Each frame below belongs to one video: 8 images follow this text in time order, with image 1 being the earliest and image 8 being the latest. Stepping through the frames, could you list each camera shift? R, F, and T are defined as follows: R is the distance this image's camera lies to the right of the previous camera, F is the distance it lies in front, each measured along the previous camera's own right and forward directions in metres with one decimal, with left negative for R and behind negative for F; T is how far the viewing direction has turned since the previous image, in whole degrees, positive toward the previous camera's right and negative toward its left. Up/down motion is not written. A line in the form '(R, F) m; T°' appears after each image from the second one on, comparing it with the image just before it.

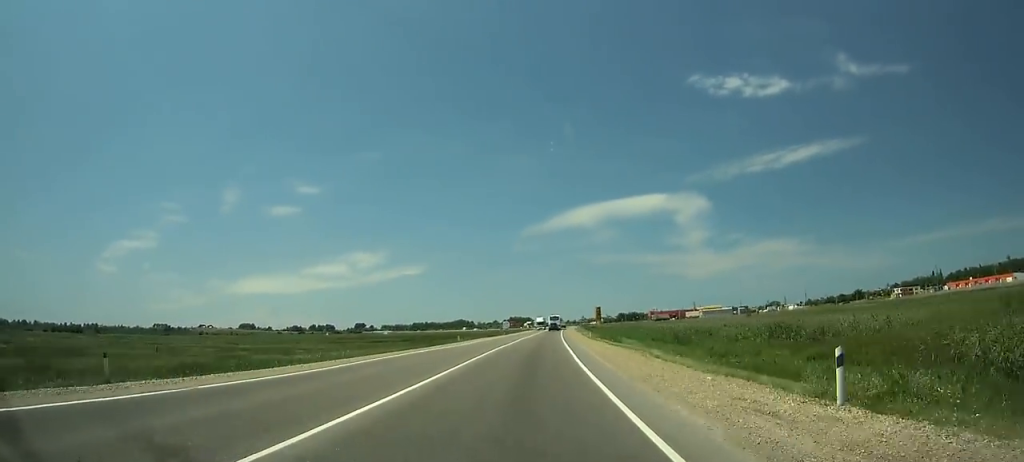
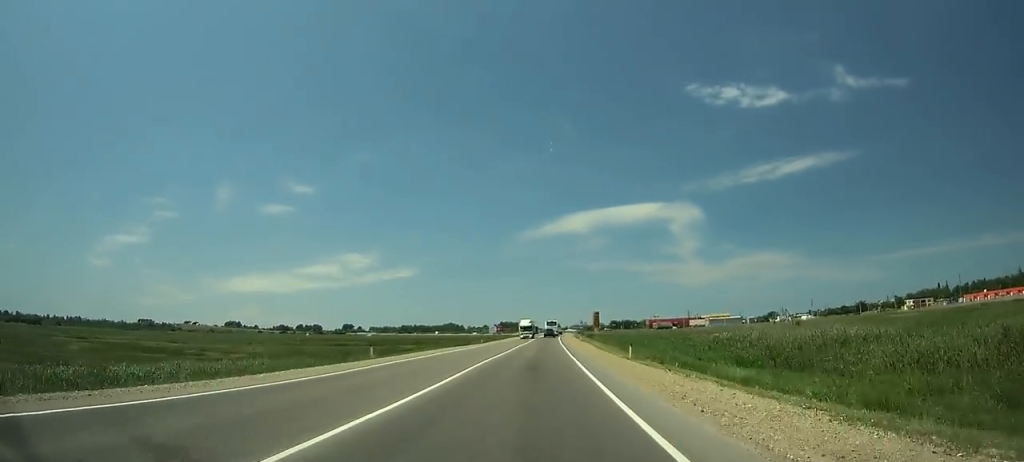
(+0.7, +30.0) m; +2°
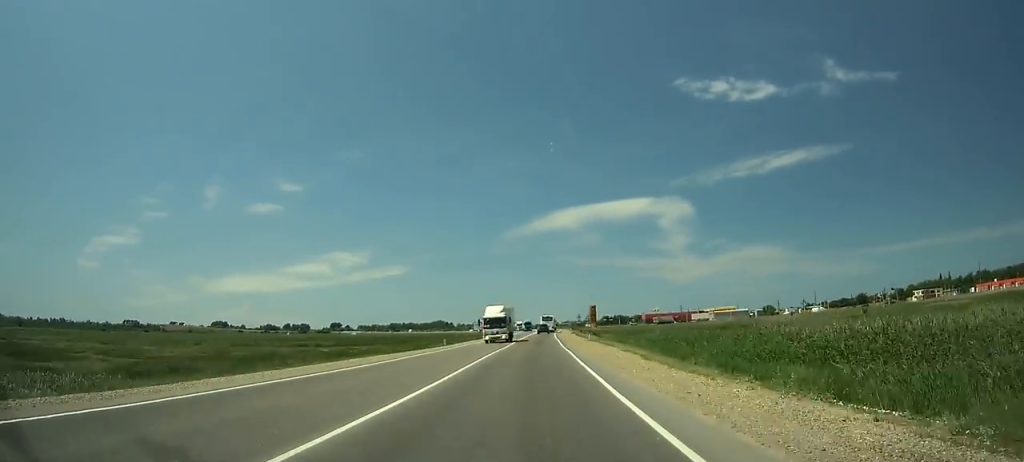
(+0.4, +25.5) m; +1°
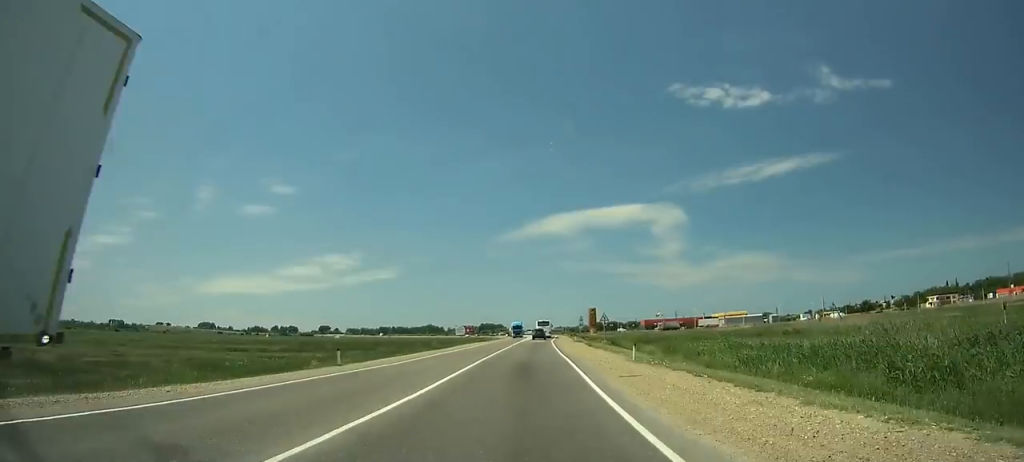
(+0.5, +28.5) m; +1°
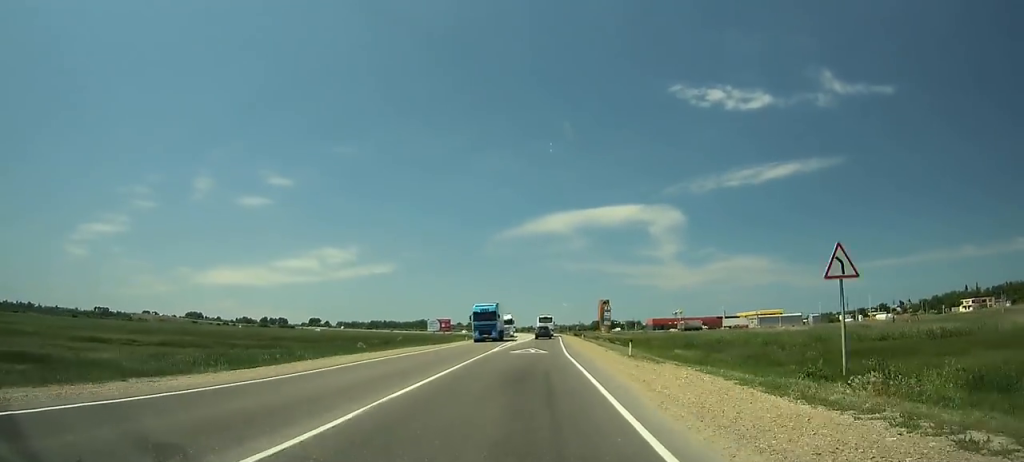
(+0.8, +44.1) m; +1°
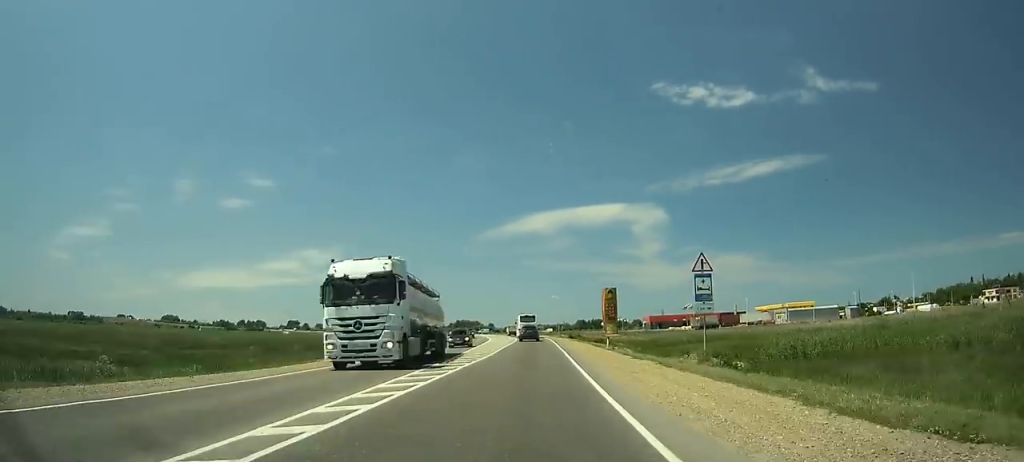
(+0.1, +38.5) m; 0°
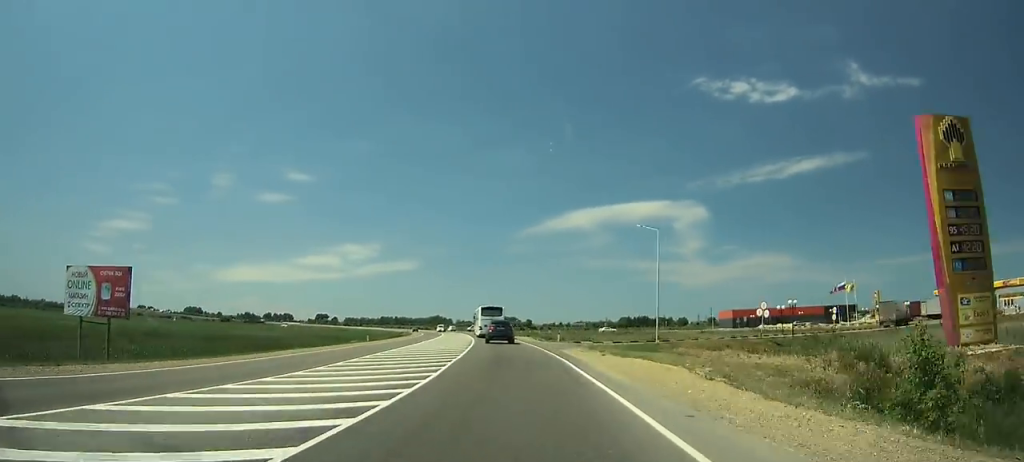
(-1.3, +82.1) m; -4°
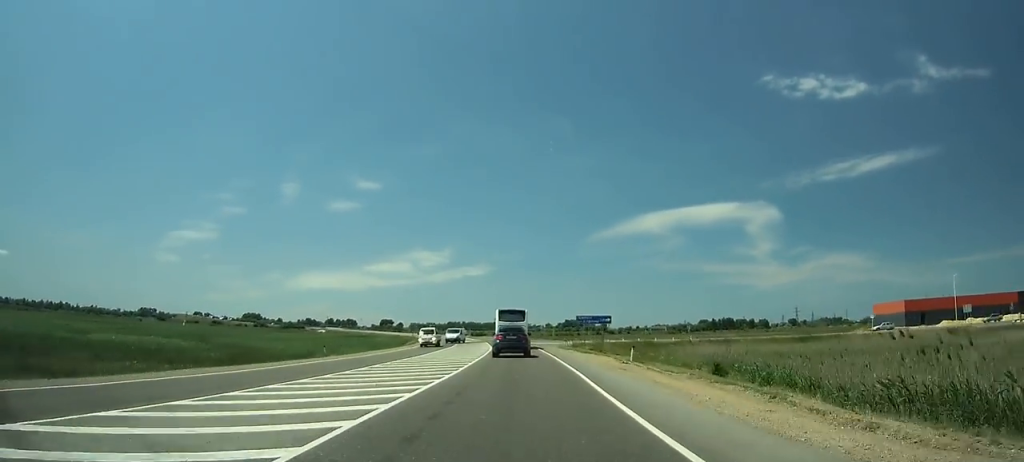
(-4.4, +73.3) m; -7°
